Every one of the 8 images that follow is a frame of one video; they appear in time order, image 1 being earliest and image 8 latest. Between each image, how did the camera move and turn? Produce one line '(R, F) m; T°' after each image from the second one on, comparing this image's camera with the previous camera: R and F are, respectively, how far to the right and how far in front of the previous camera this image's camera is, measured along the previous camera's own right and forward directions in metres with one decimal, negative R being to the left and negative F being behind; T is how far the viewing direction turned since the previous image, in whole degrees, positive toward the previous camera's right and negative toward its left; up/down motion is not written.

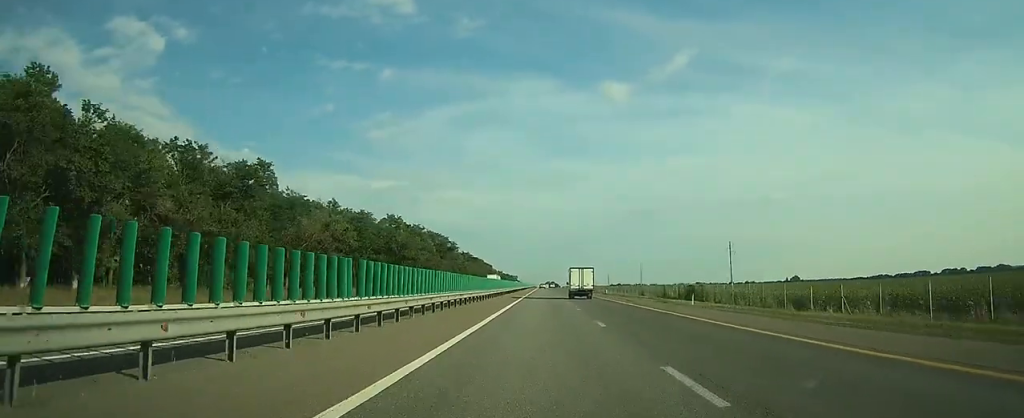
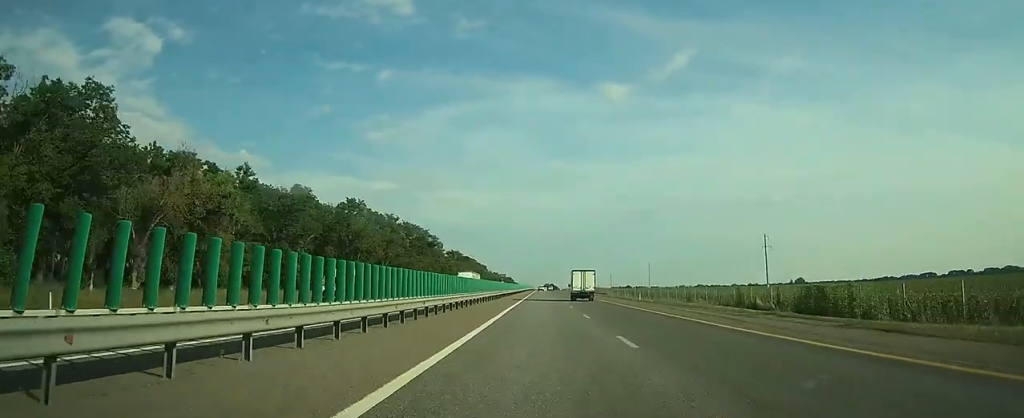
(+0.1, +29.6) m; 0°
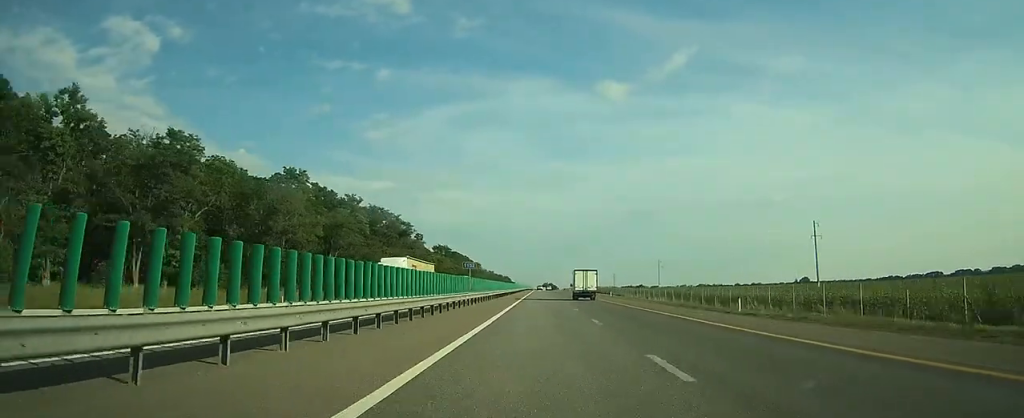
(0.0, +28.6) m; 0°
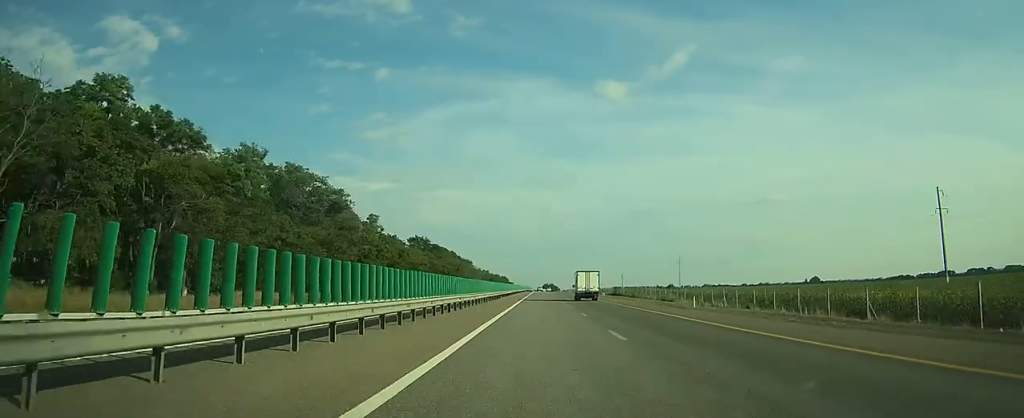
(+0.1, +41.4) m; 0°
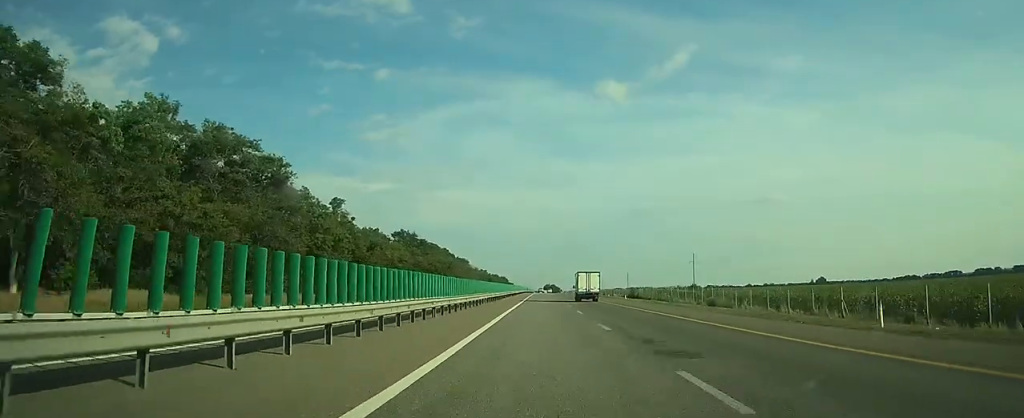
(0.0, +20.3) m; 0°
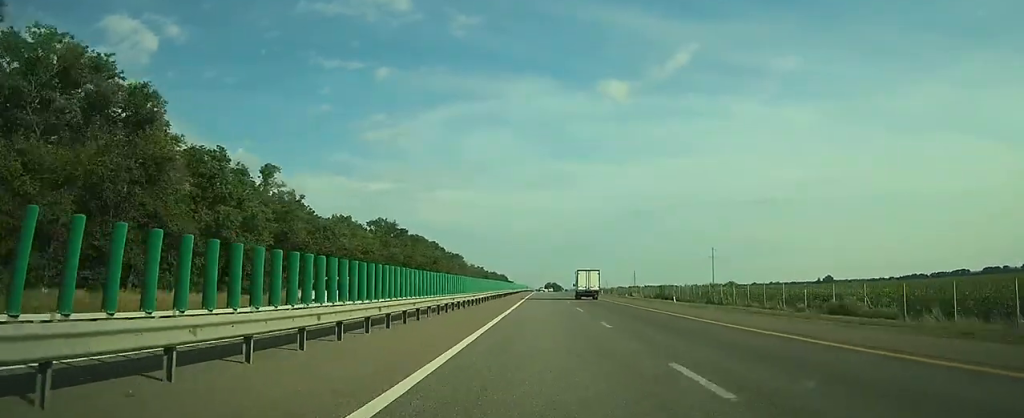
(0.0, +23.5) m; 0°
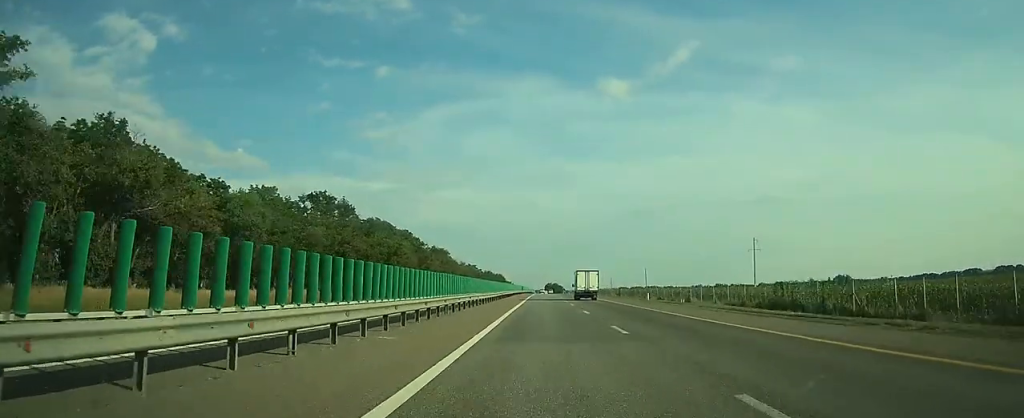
(-0.1, +38.6) m; 0°
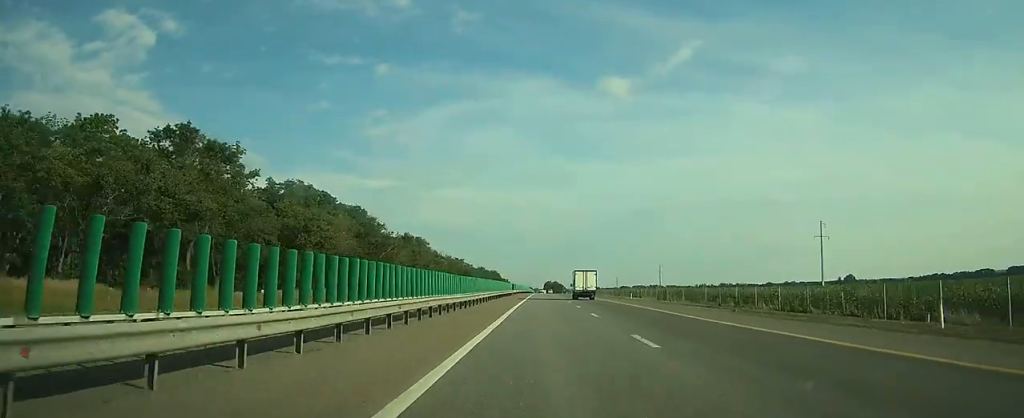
(0.0, +40.0) m; 0°
